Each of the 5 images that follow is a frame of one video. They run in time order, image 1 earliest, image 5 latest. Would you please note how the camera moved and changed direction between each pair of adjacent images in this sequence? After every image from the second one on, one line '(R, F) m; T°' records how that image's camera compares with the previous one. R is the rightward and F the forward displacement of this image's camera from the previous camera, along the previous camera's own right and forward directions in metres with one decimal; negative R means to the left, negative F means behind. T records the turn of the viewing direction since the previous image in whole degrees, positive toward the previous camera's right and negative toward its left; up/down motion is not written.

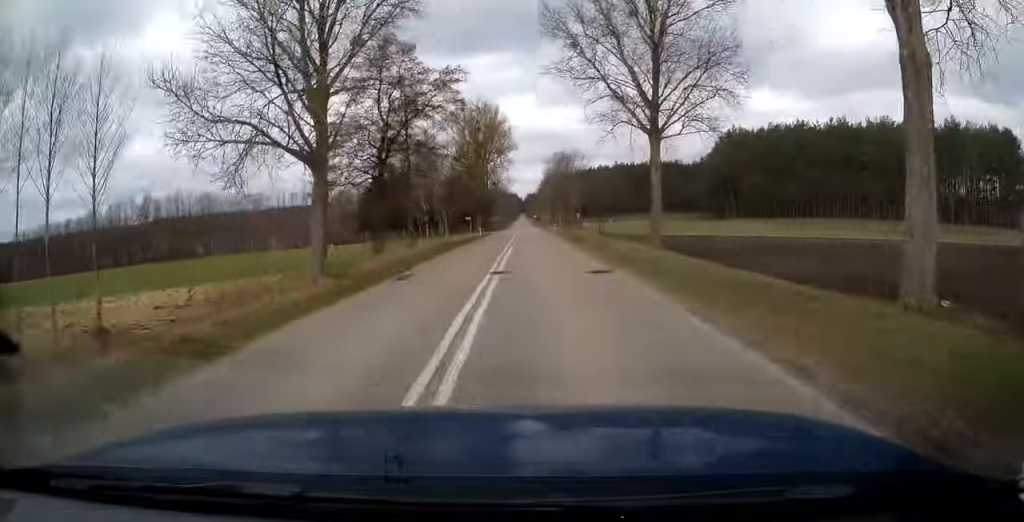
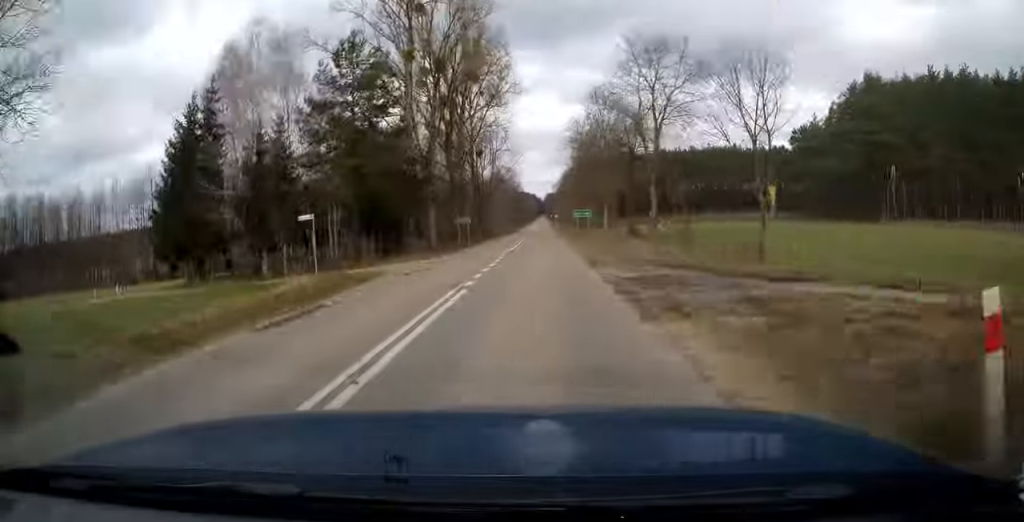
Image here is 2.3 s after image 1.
(0.0, +64.3) m; 0°
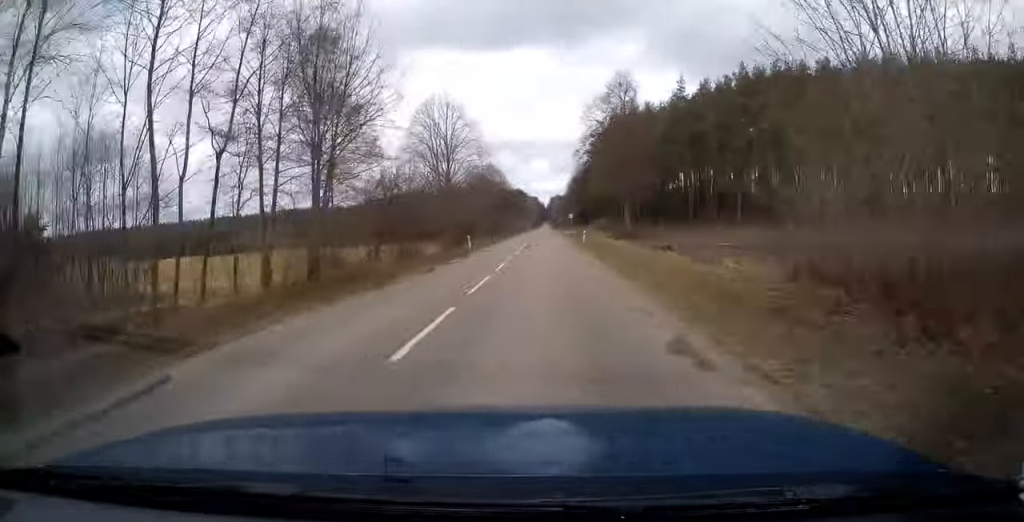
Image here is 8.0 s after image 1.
(-1.7, +156.4) m; -1°
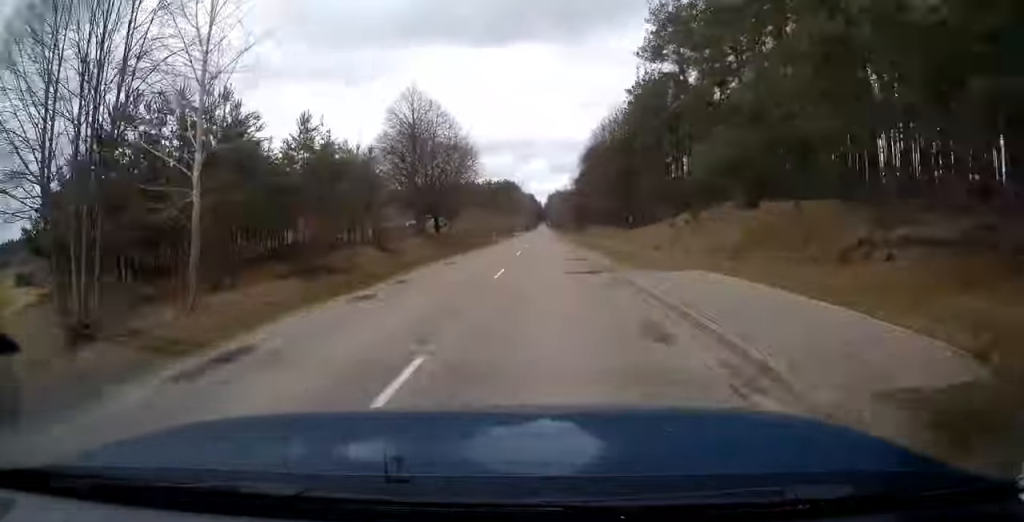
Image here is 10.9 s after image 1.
(+0.3, +80.9) m; 0°
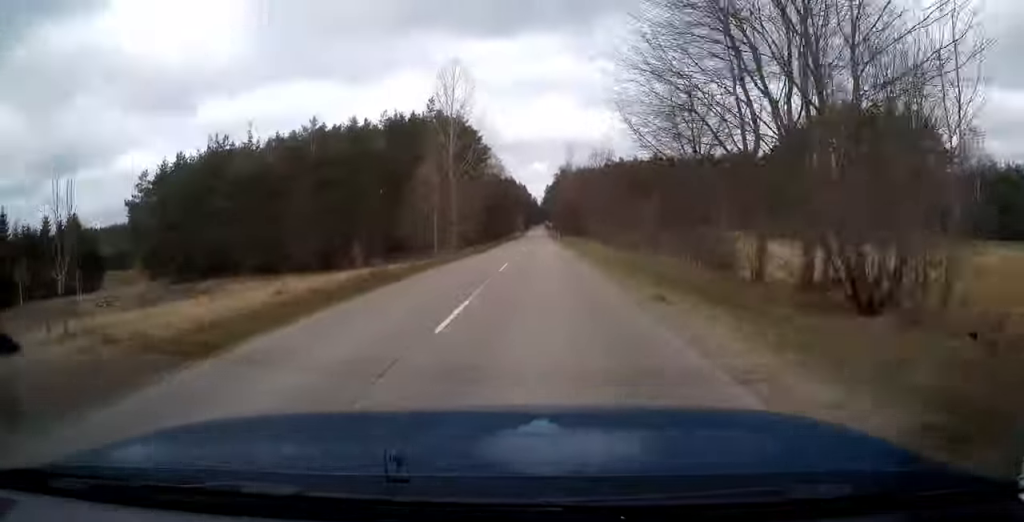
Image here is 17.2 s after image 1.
(+1.1, +173.7) m; +1°
